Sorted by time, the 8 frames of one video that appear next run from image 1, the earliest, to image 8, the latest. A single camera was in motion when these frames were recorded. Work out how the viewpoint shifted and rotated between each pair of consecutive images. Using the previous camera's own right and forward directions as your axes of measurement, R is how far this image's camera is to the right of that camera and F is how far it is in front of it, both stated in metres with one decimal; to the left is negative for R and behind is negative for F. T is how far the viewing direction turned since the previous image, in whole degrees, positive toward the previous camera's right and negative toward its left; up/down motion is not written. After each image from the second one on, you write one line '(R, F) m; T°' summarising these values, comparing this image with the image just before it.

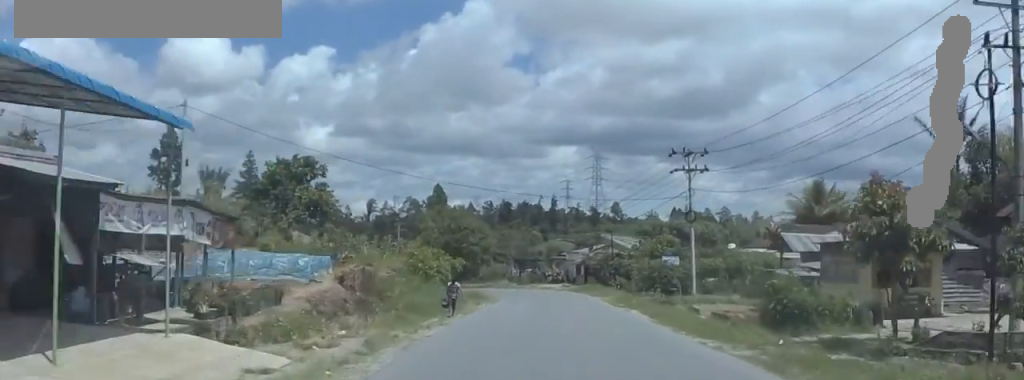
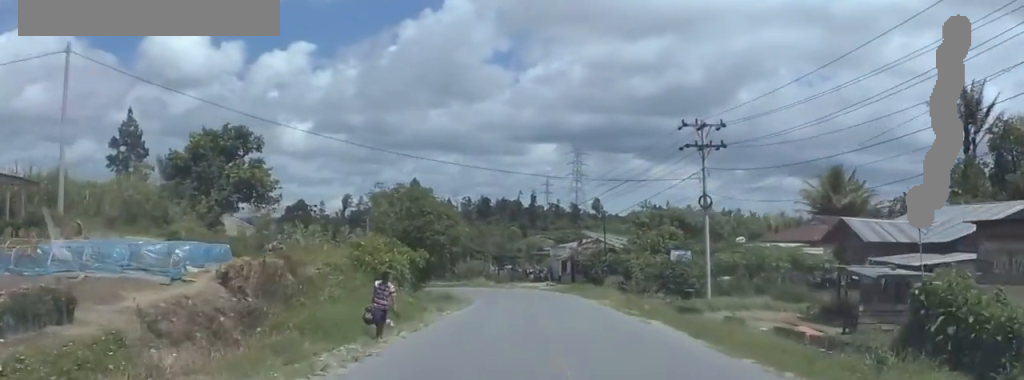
(+0.1, +10.8) m; +3°
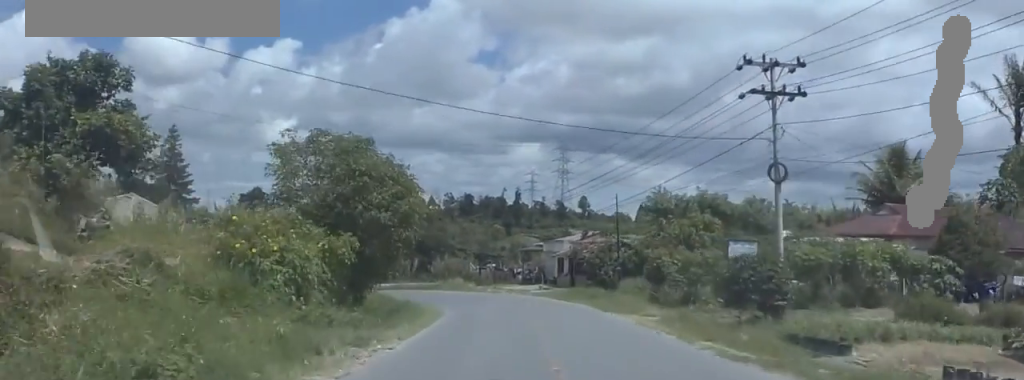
(+0.5, +16.2) m; -2°
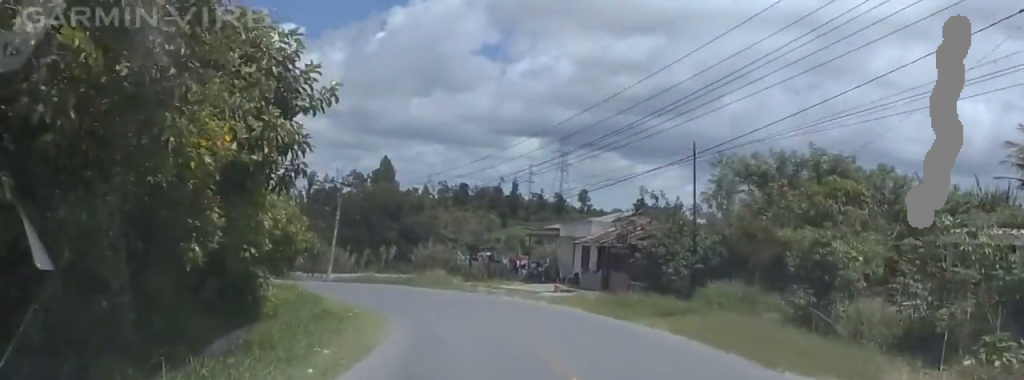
(-0.2, +21.5) m; +2°
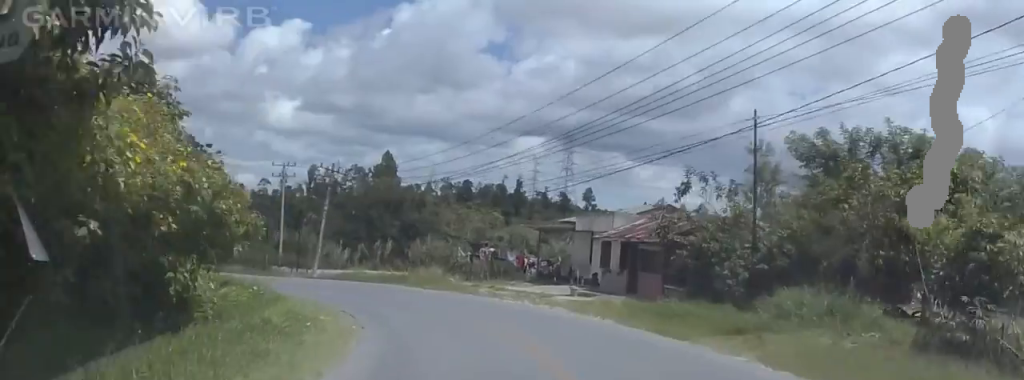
(+0.3, +7.1) m; -1°
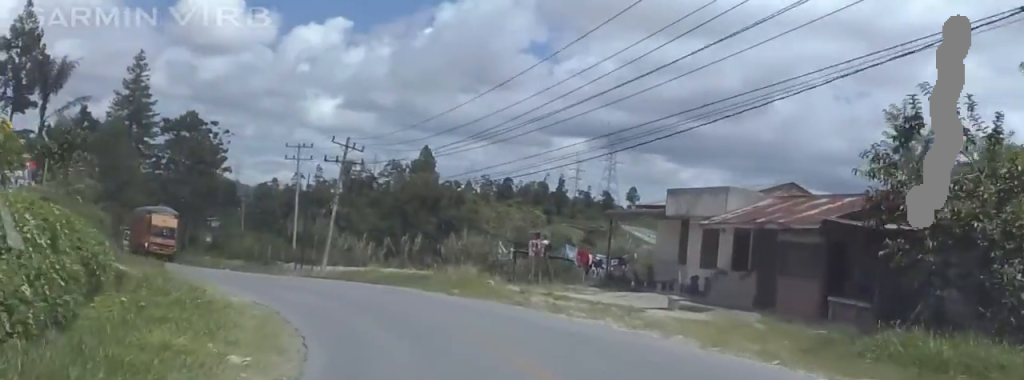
(-0.6, +12.1) m; -9°
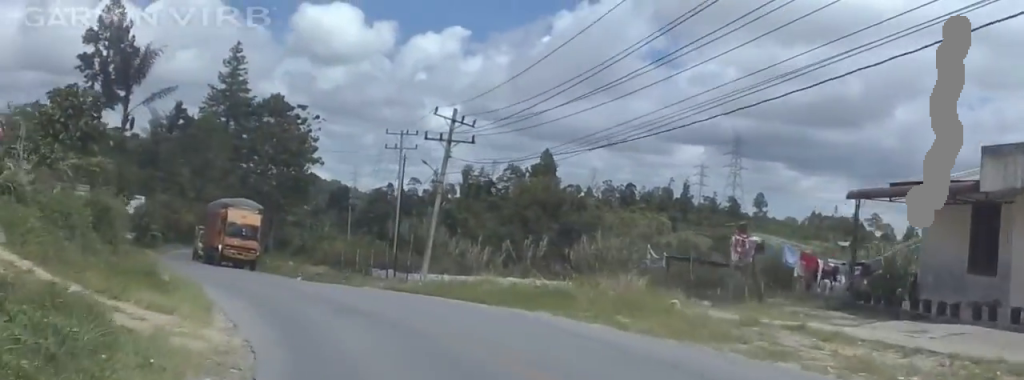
(-1.4, +12.4) m; -7°
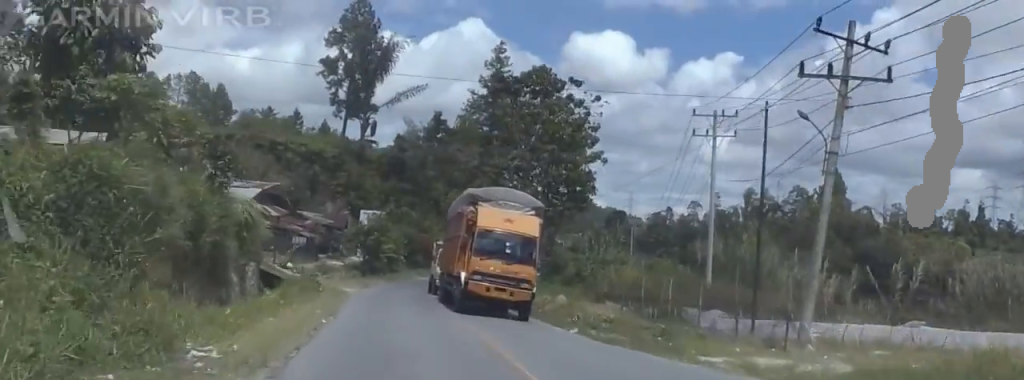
(-1.4, +19.4) m; -9°
